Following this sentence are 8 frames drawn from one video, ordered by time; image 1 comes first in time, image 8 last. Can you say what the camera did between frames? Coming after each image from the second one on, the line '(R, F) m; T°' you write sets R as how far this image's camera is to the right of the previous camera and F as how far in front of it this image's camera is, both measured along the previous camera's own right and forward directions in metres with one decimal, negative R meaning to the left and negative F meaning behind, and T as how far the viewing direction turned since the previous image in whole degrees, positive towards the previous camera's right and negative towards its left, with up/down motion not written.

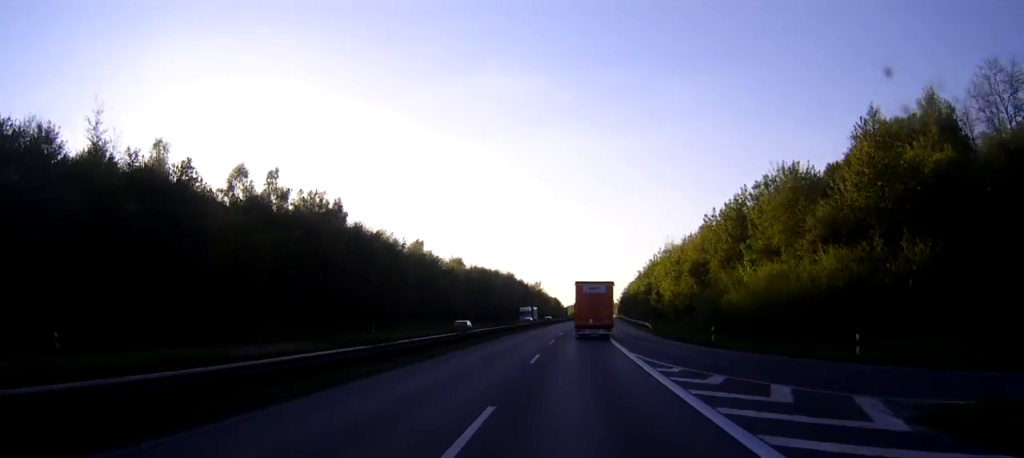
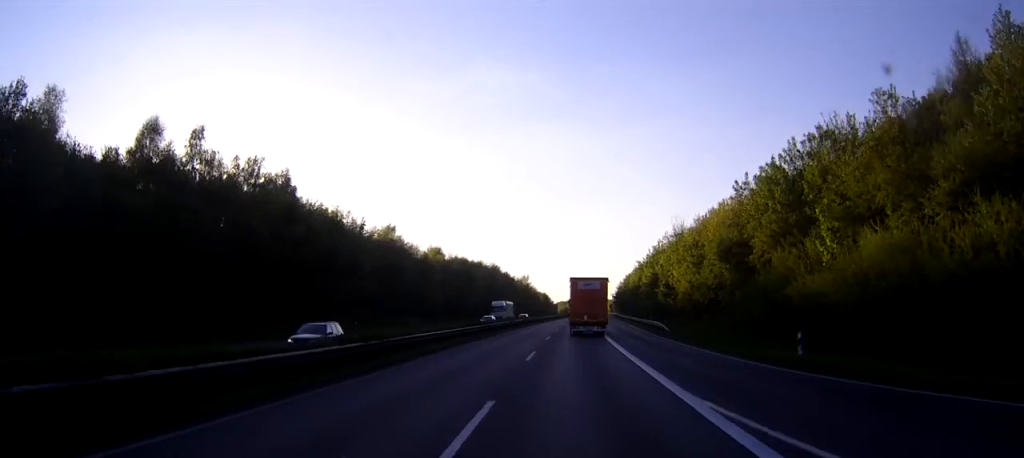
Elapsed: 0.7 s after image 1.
(+0.1, +17.5) m; +1°
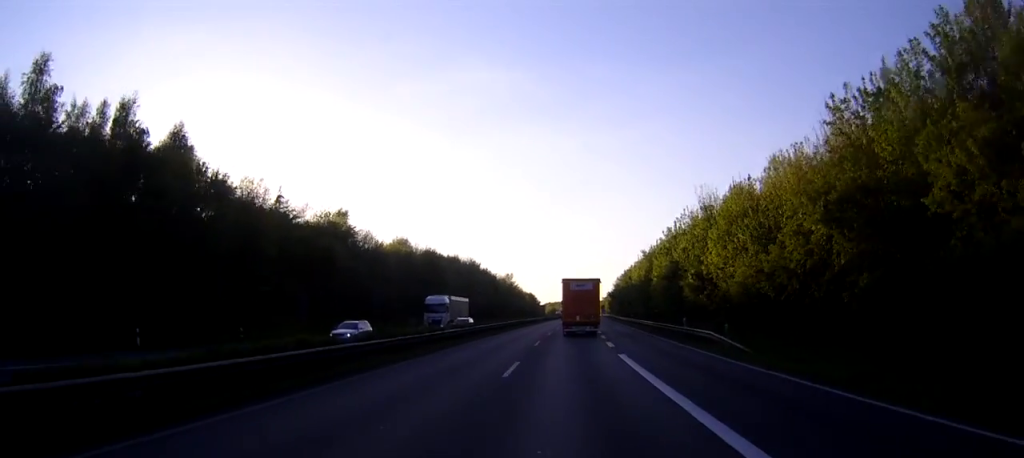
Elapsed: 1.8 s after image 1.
(+0.1, +24.8) m; 0°
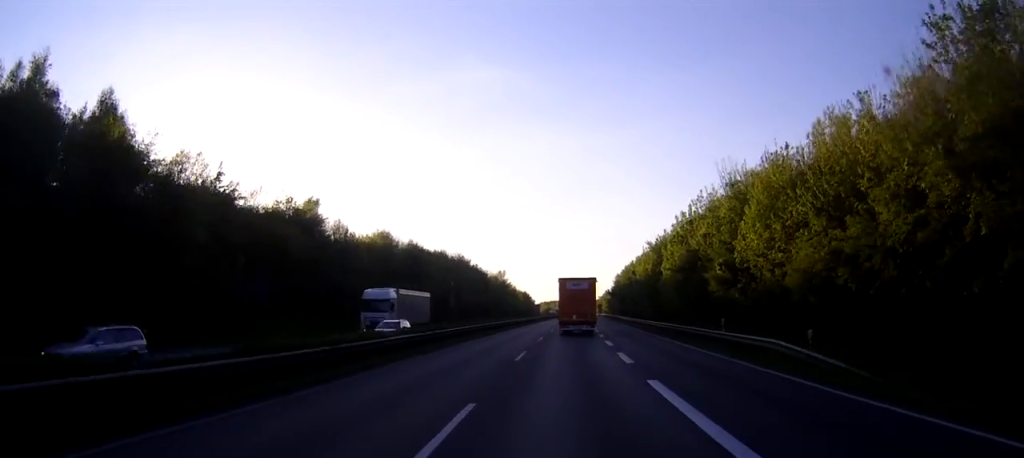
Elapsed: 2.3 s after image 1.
(0.0, +12.0) m; 0°
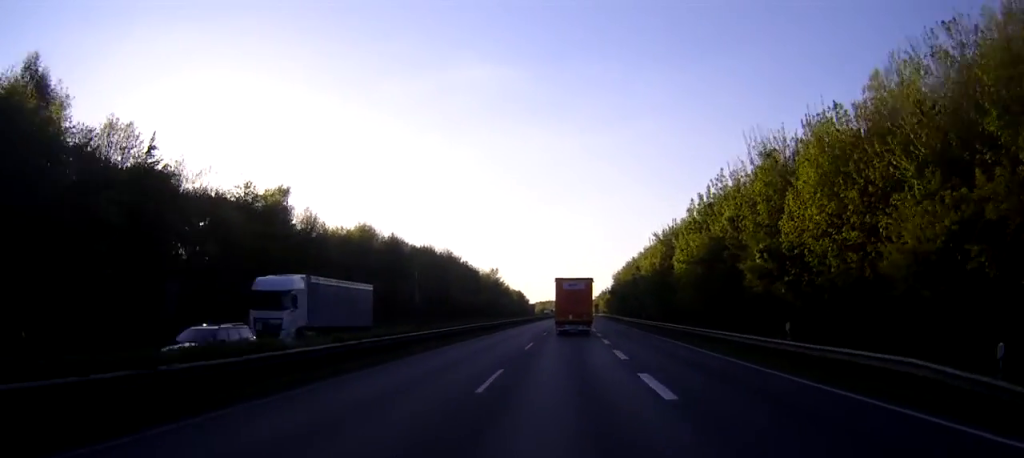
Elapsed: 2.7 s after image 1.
(0.0, +10.4) m; 0°
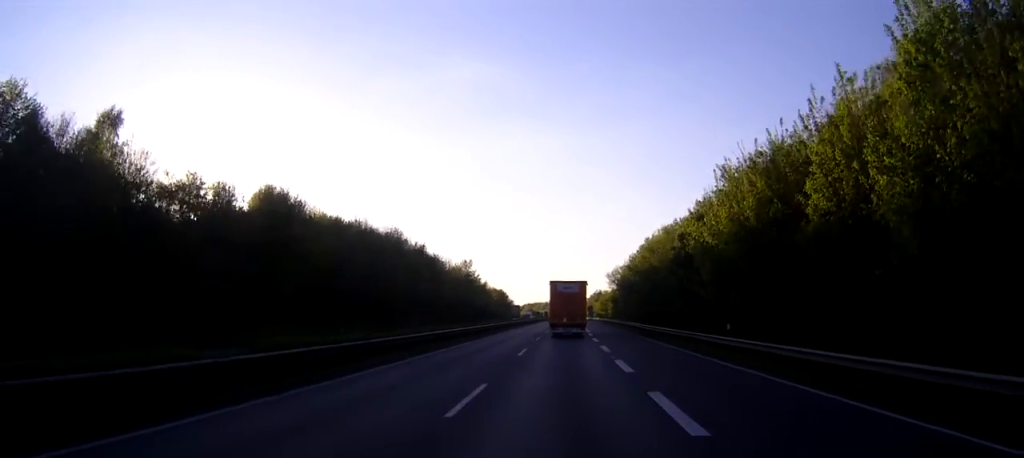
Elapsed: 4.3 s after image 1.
(+0.5, +39.2) m; +1°
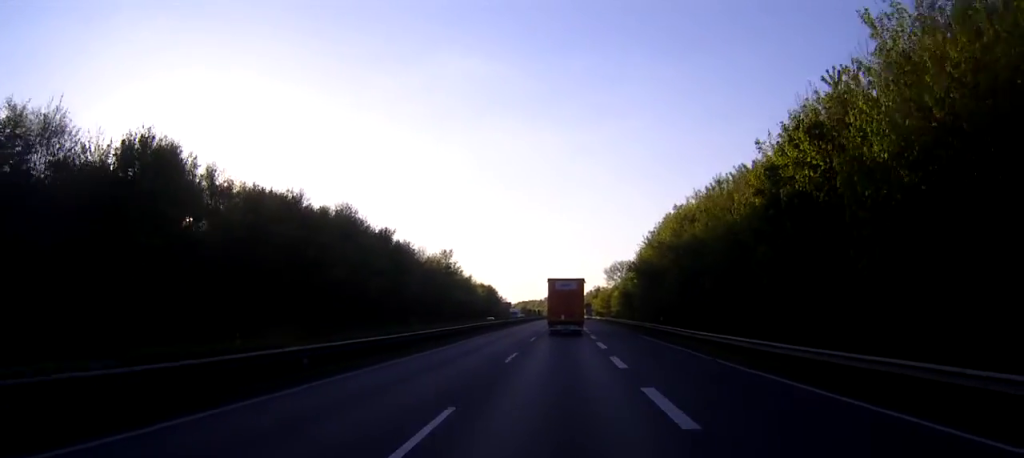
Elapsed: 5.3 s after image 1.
(0.0, +23.2) m; 0°
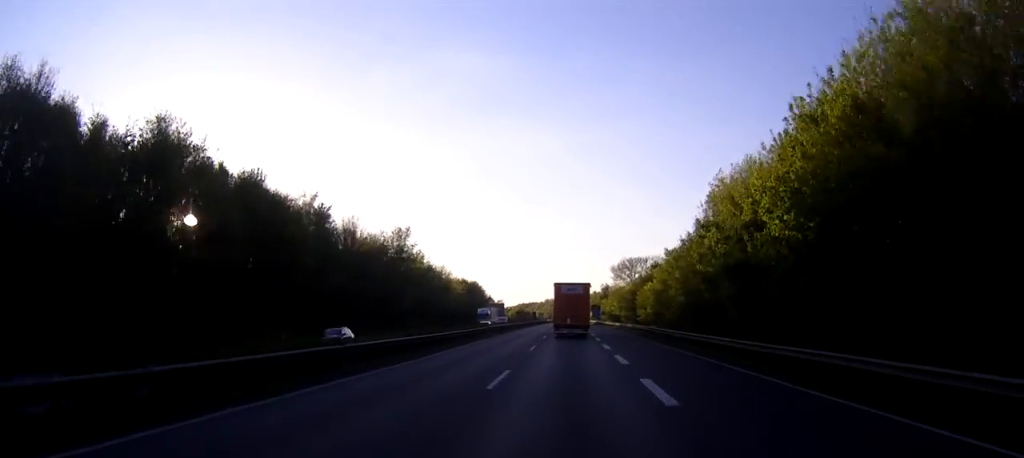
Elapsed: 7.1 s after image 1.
(0.0, +44.3) m; 0°
